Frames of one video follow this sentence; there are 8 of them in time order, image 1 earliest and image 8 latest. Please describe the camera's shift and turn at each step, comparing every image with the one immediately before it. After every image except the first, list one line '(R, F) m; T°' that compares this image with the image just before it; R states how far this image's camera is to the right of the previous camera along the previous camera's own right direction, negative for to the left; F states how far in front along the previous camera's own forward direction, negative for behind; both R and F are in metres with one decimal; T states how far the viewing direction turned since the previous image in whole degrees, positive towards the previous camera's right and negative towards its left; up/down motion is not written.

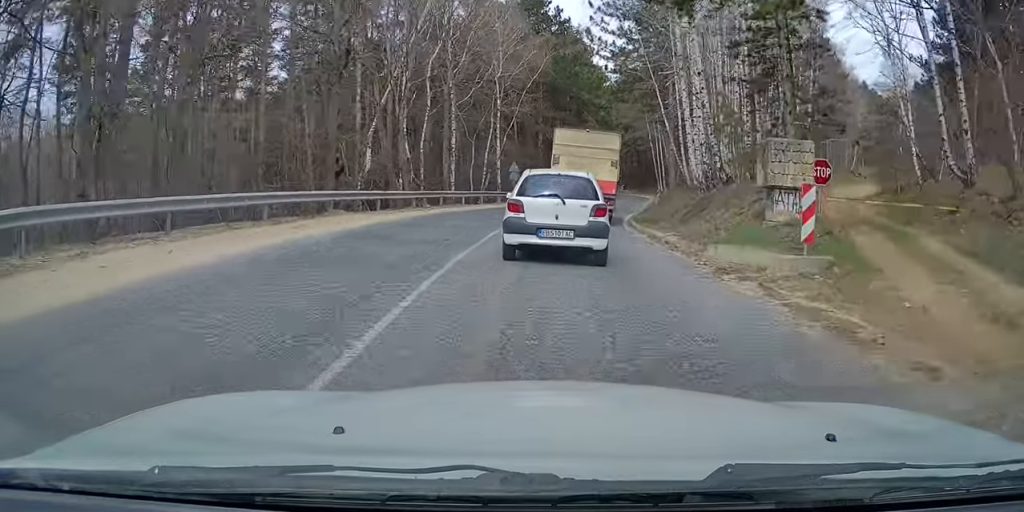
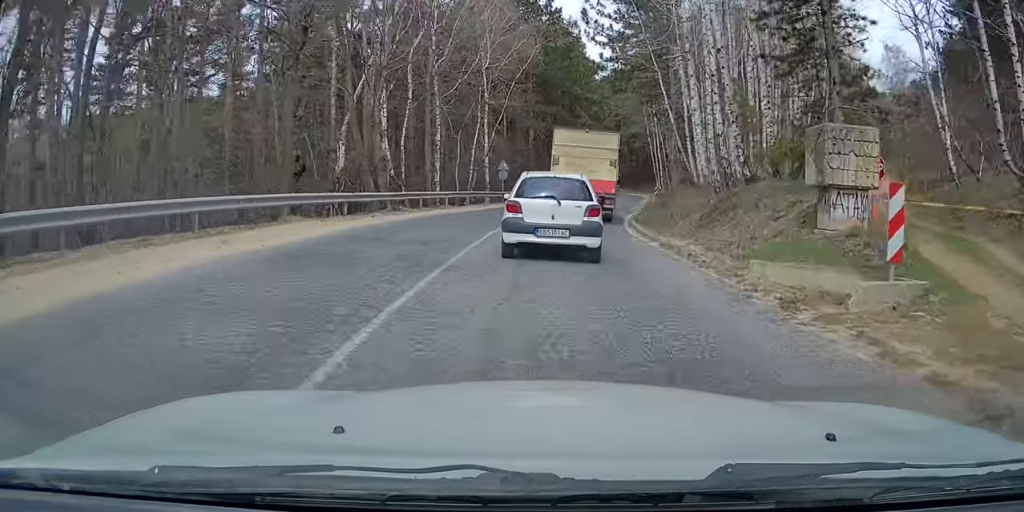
(+0.1, +2.7) m; 0°
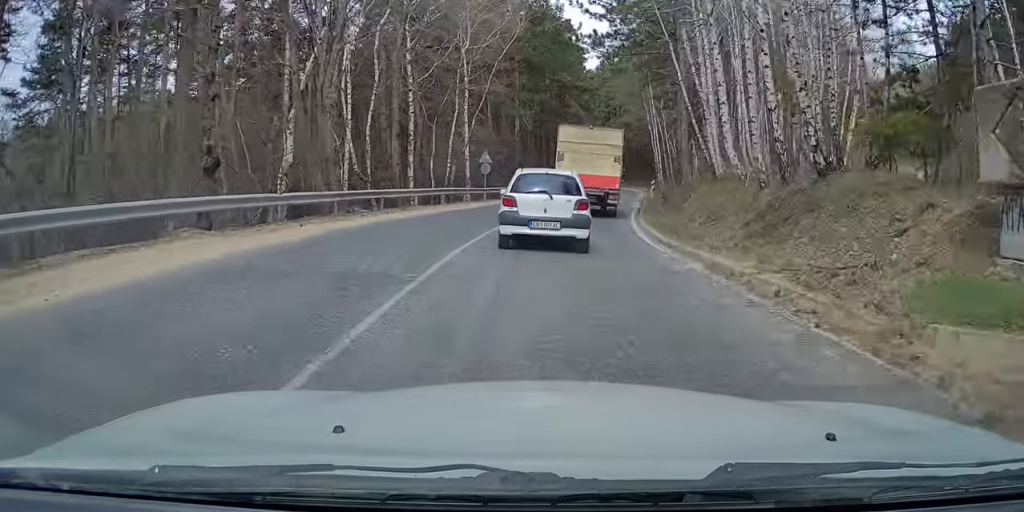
(+0.3, +4.4) m; -1°
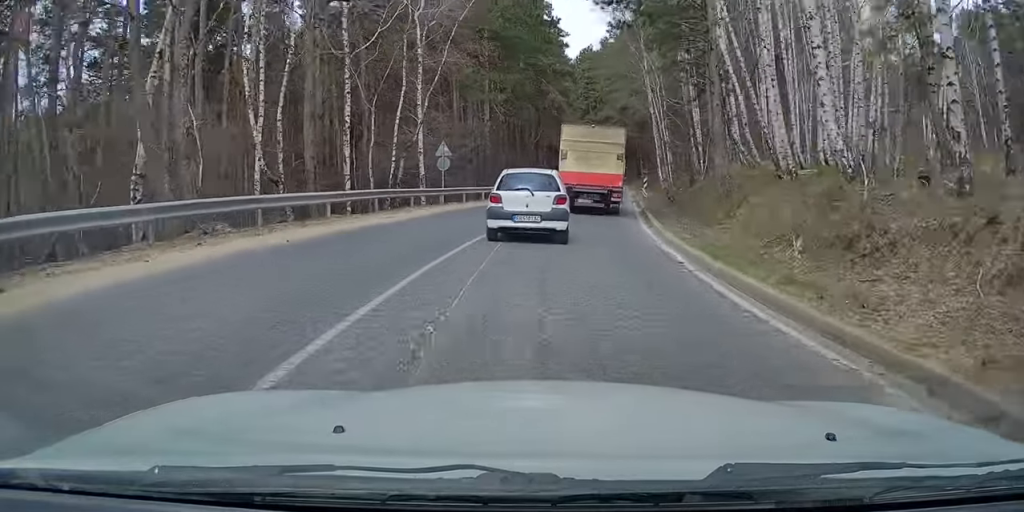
(-0.6, +7.4) m; 0°
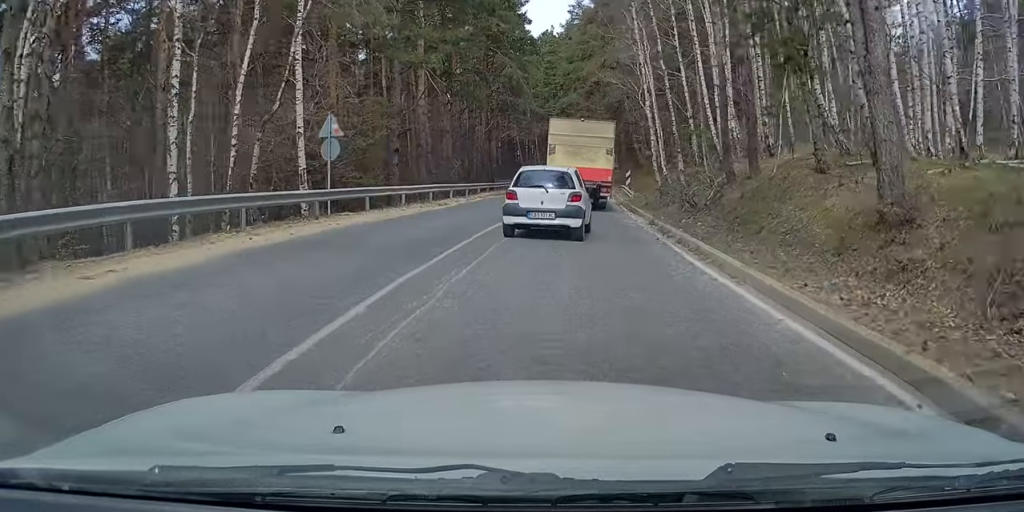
(+0.5, +10.1) m; +1°
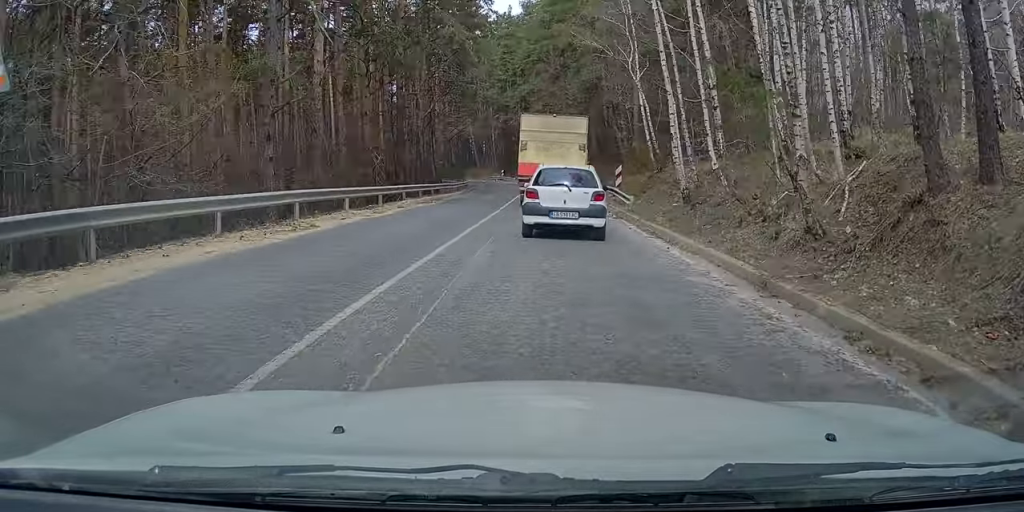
(-0.2, +10.1) m; 0°
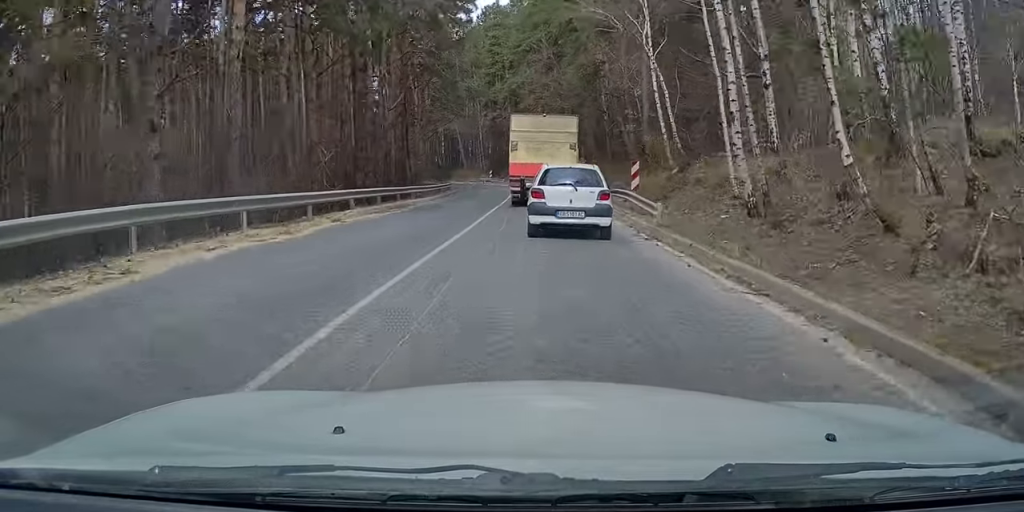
(+0.1, +5.6) m; +1°
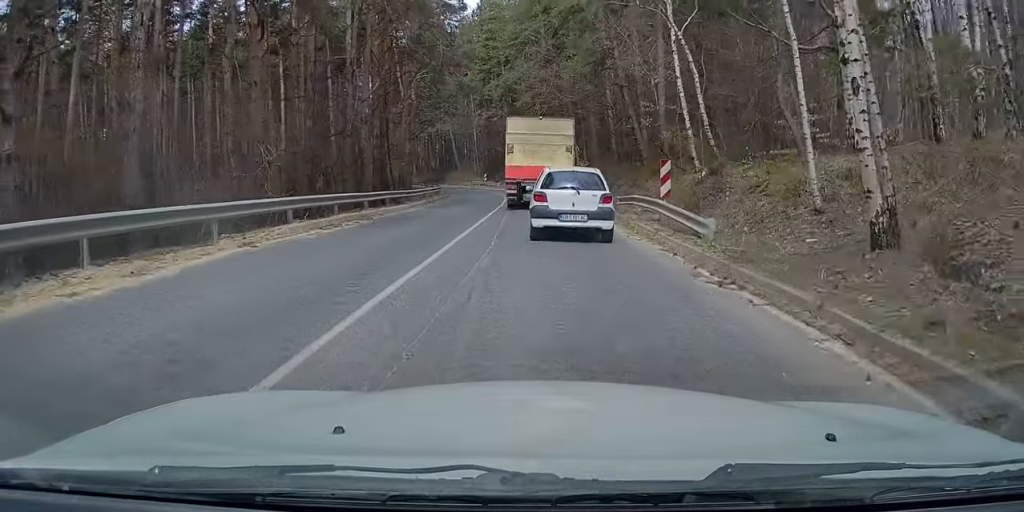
(0.0, +4.3) m; 0°
